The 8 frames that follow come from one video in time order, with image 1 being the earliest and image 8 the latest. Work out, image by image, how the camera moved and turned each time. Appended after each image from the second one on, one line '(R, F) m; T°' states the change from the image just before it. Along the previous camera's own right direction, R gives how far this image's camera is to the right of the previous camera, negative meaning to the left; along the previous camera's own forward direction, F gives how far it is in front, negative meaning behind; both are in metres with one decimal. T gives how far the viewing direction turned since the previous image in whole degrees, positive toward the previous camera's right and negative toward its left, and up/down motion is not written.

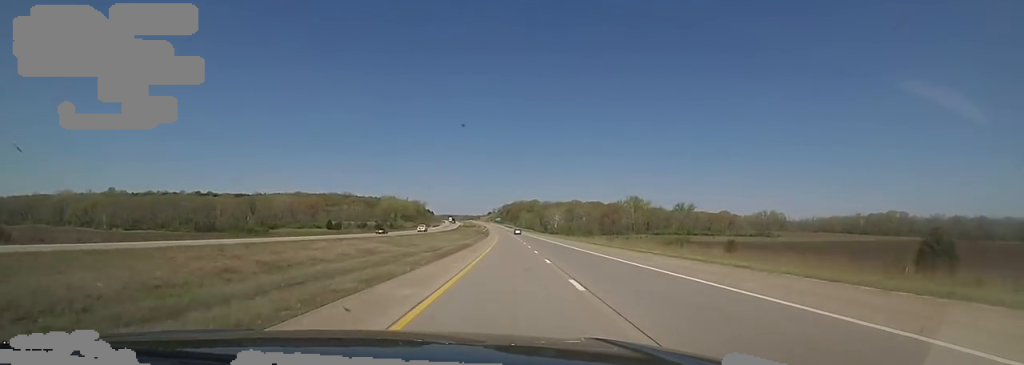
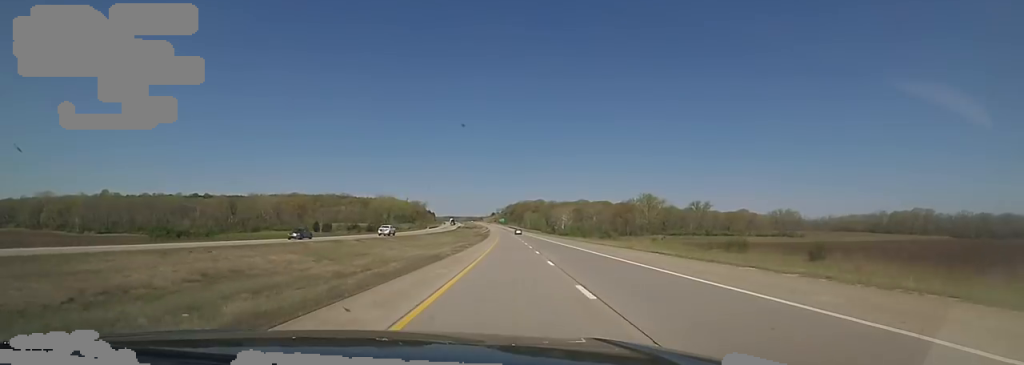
(-0.2, +21.3) m; 0°
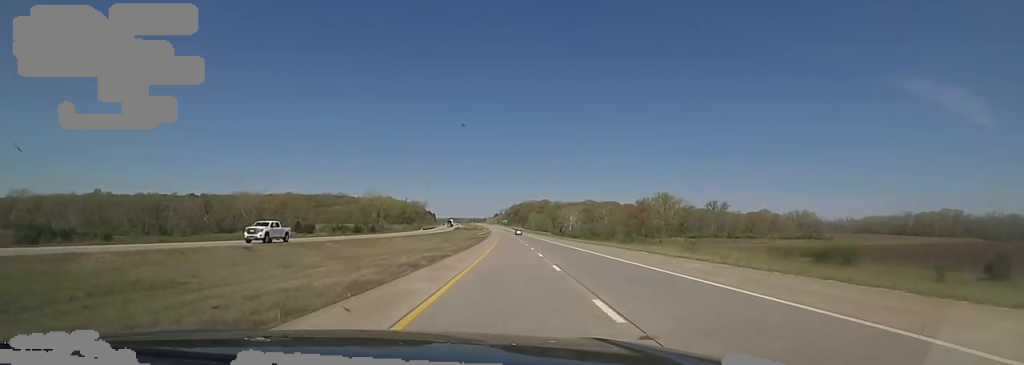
(0.0, +22.6) m; 0°
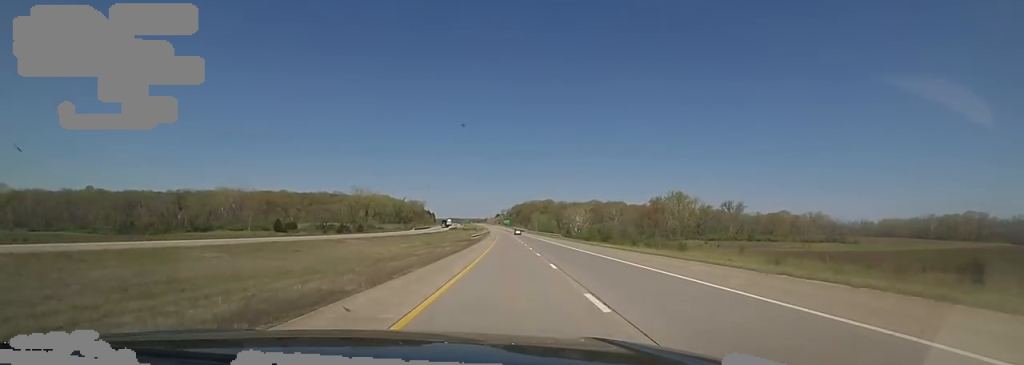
(0.0, +18.8) m; 0°
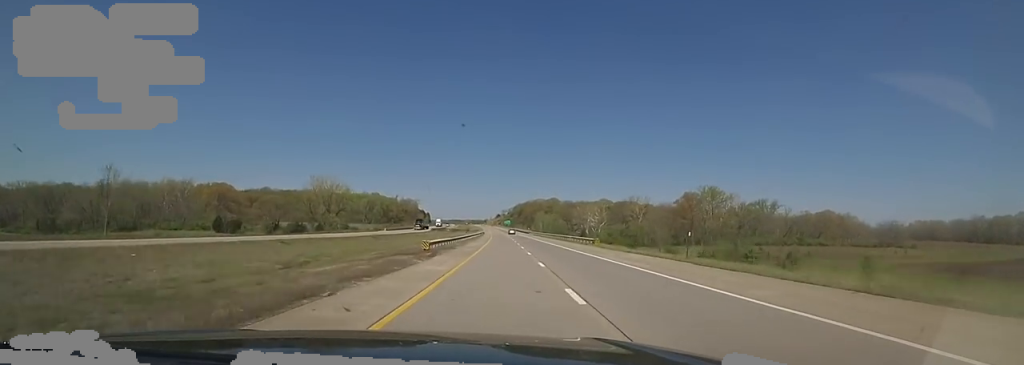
(+0.2, +38.7) m; 0°
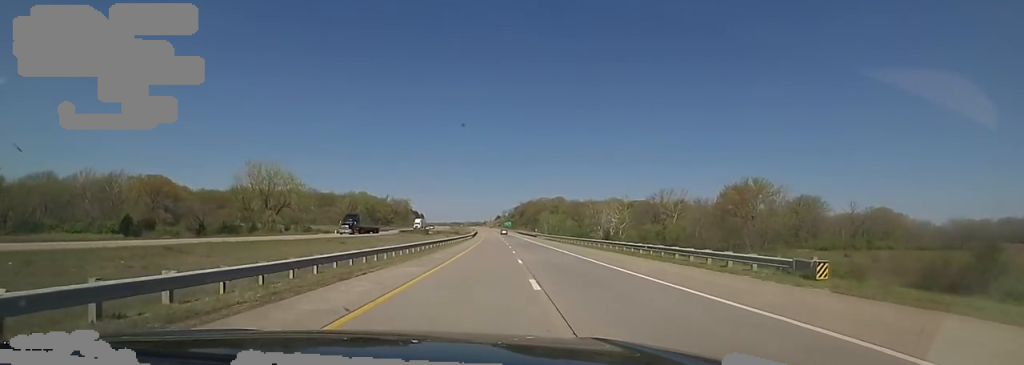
(-0.1, +37.4) m; 0°
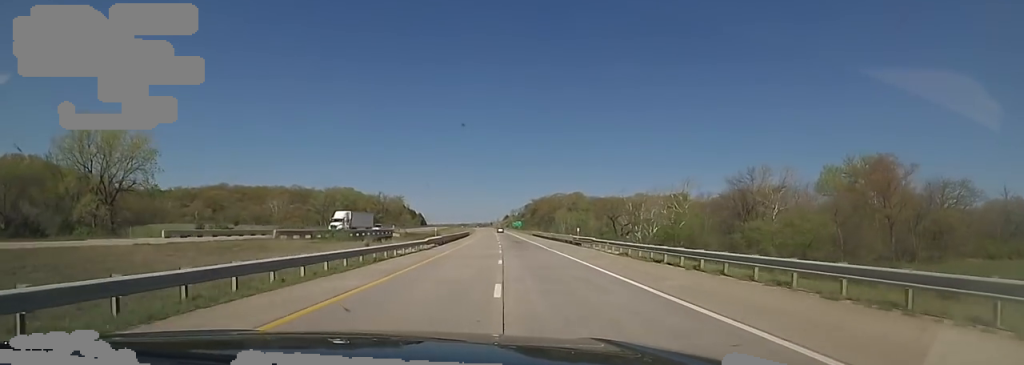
(-0.3, +51.3) m; -2°
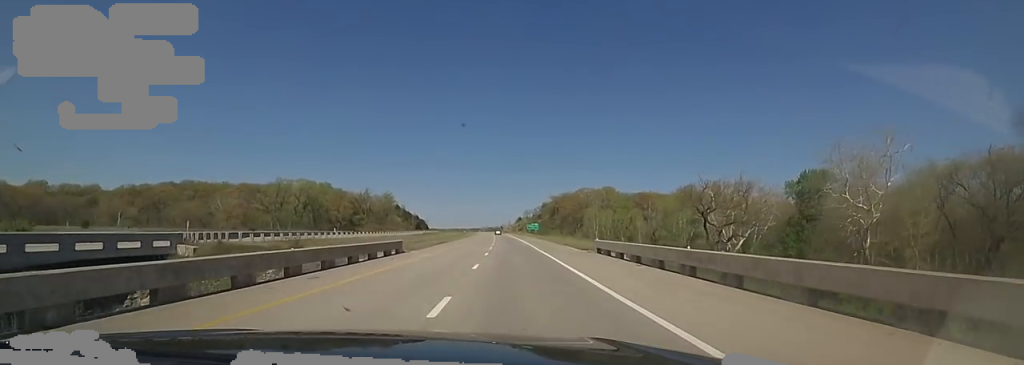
(-0.7, +62.3) m; 0°
